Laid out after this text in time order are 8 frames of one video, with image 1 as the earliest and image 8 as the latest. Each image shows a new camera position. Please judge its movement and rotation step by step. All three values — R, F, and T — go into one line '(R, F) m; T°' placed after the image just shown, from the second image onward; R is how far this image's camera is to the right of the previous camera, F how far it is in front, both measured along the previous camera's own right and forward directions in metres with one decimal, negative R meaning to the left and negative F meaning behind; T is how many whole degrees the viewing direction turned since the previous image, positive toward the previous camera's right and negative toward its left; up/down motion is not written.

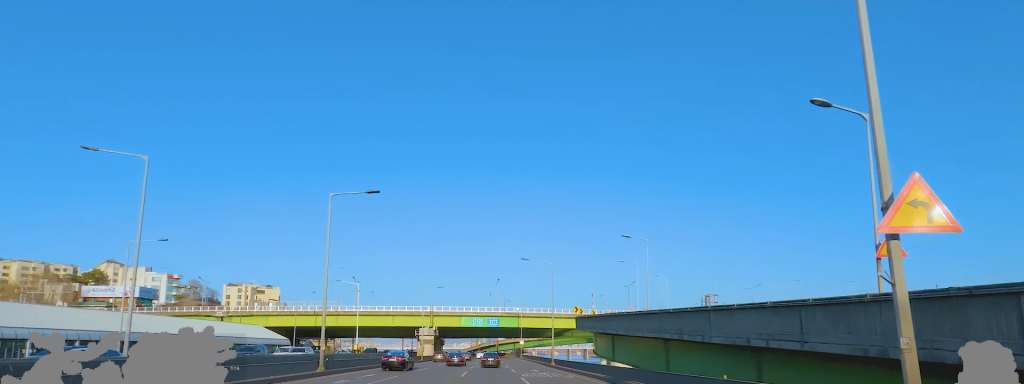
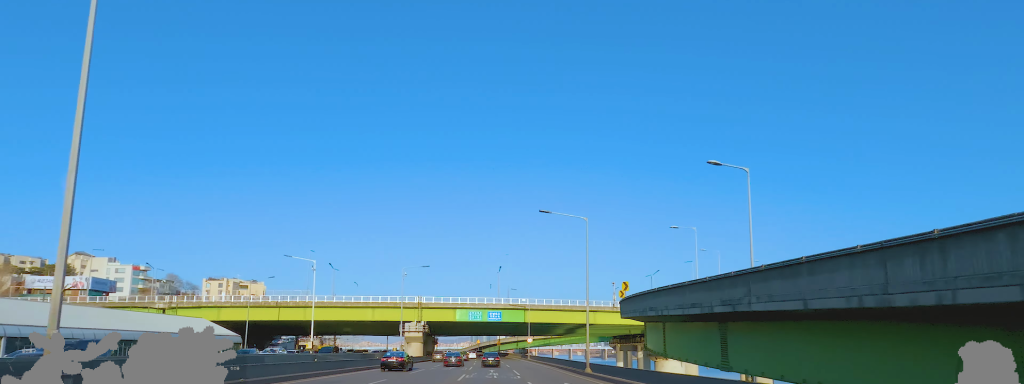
(+0.9, +19.7) m; 0°
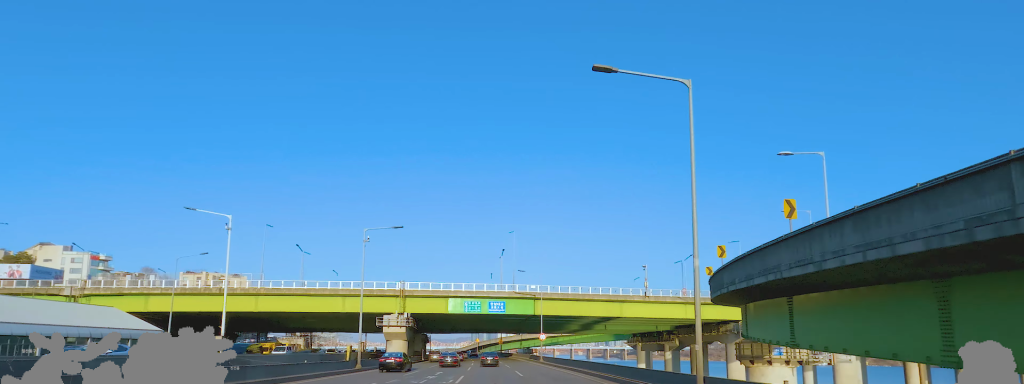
(-0.7, +19.2) m; 0°
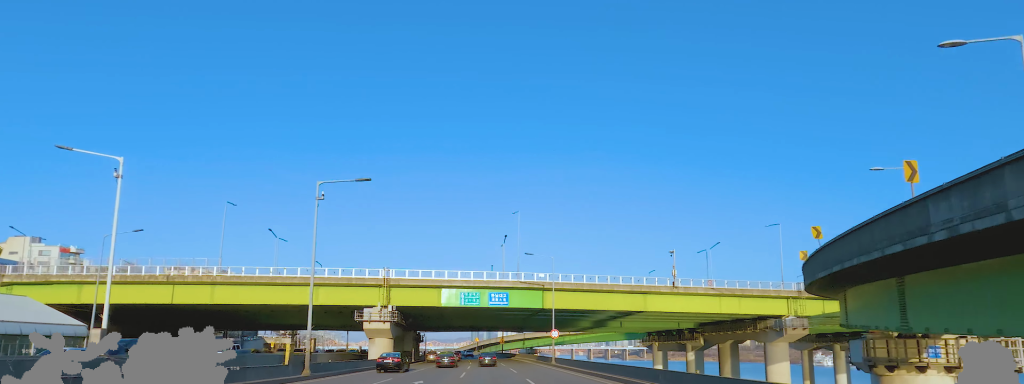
(+0.1, +11.6) m; 0°
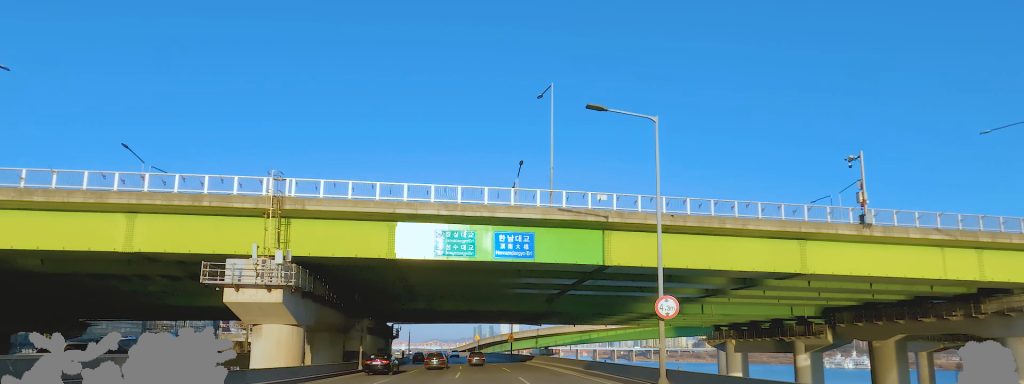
(-0.3, +32.2) m; -3°
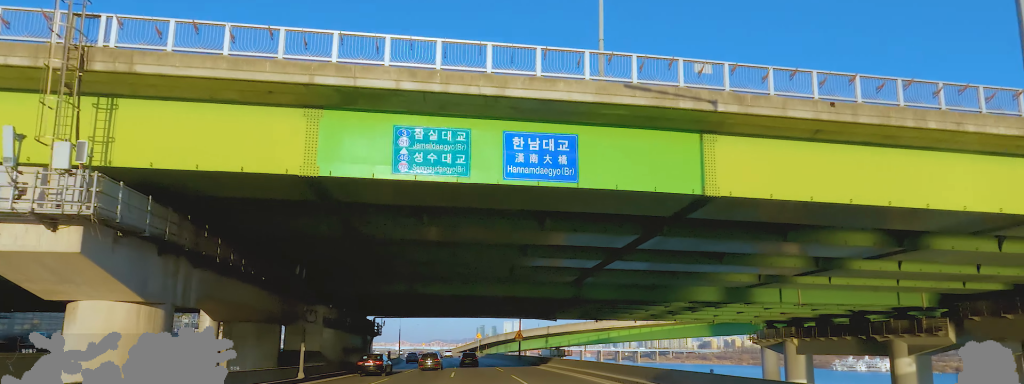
(-0.1, +13.6) m; 0°
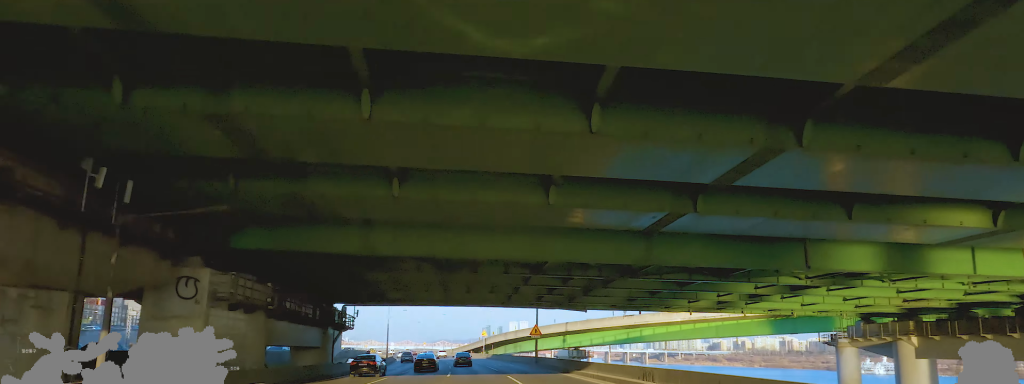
(0.0, +14.6) m; +1°
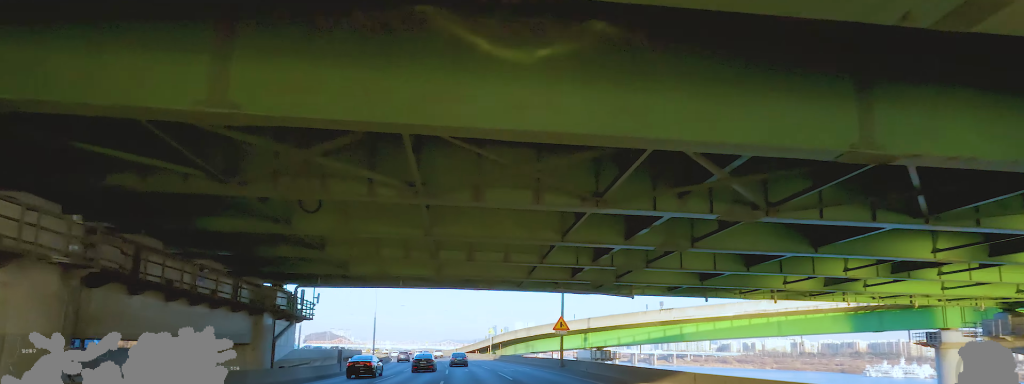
(-0.1, +11.9) m; +1°
